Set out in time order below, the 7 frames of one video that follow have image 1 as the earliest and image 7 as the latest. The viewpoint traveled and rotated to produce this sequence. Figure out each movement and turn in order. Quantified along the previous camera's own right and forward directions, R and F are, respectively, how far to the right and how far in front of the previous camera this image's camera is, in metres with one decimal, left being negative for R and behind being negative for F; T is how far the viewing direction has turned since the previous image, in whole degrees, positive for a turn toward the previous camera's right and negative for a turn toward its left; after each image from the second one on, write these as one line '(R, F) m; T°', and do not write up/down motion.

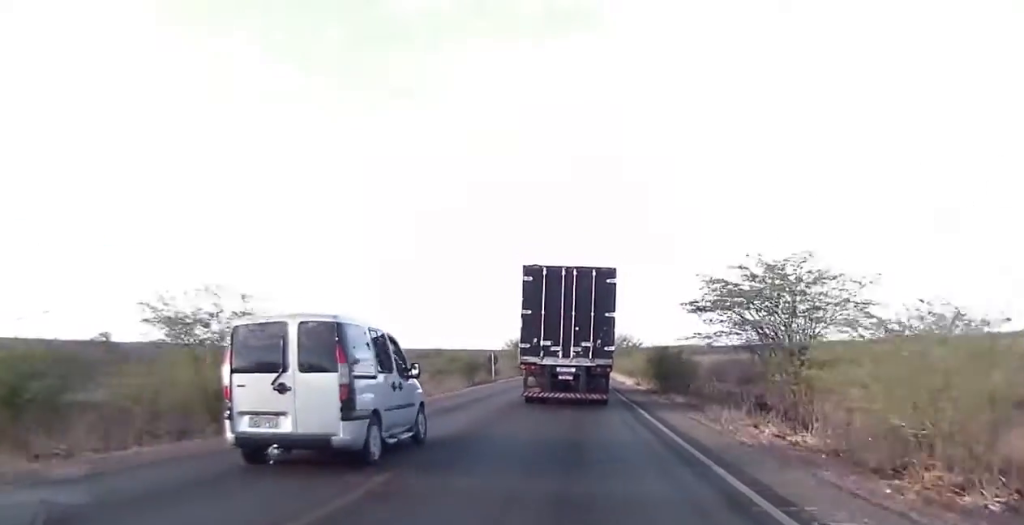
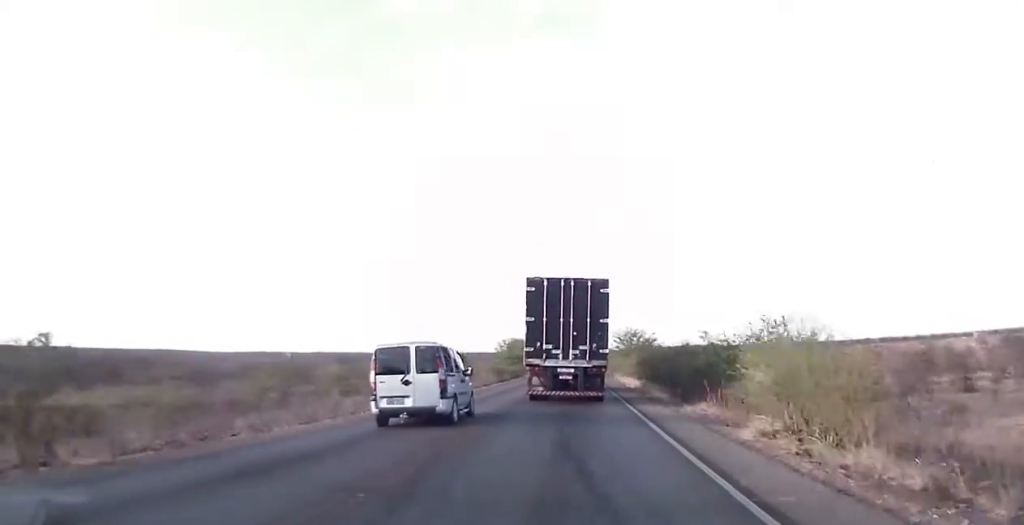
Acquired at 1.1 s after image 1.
(0.0, +17.7) m; -1°
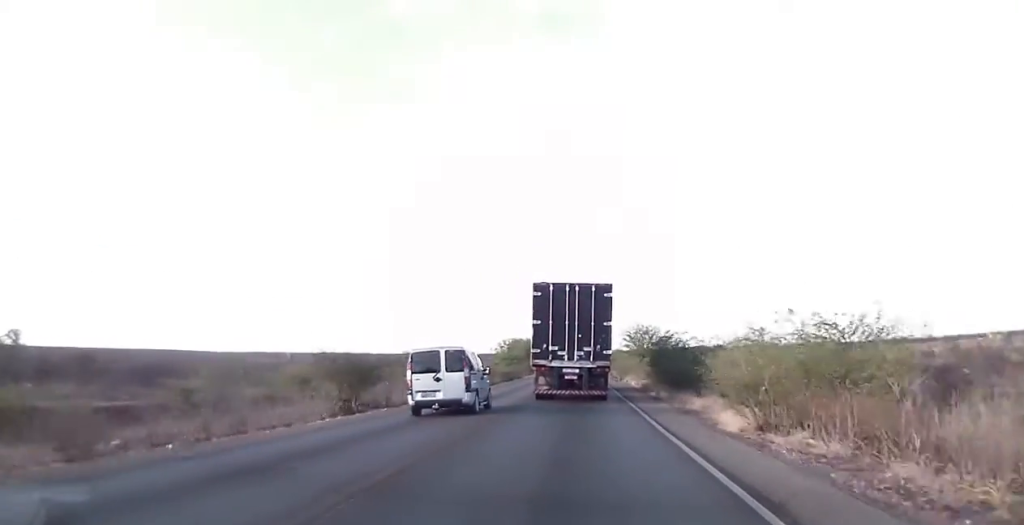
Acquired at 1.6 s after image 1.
(0.0, +8.1) m; 0°
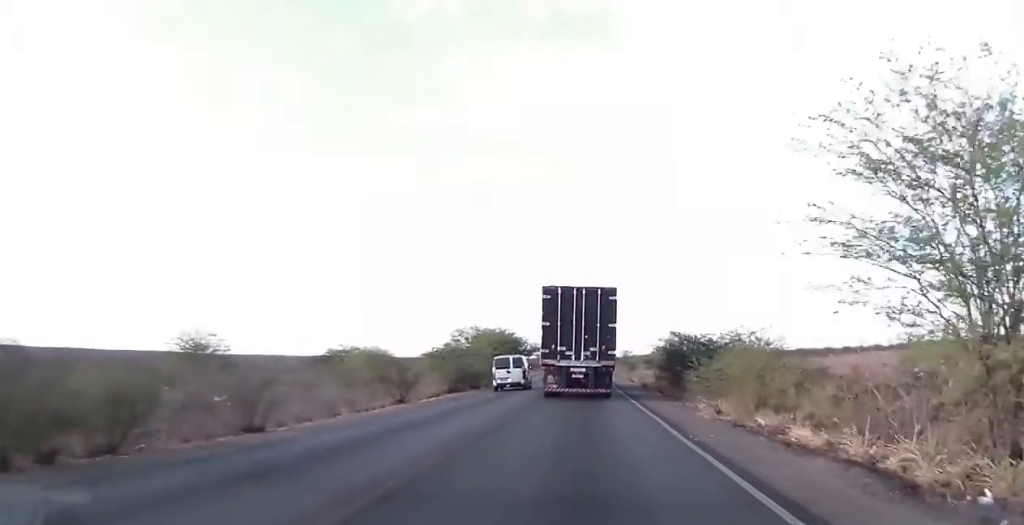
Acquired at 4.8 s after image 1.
(-0.1, +59.9) m; 0°
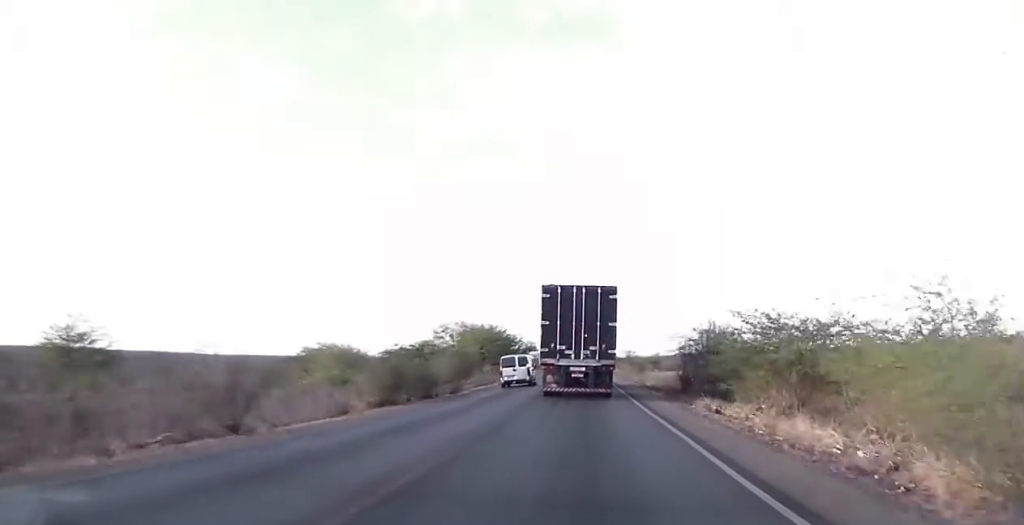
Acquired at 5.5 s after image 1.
(-0.2, +15.6) m; 0°
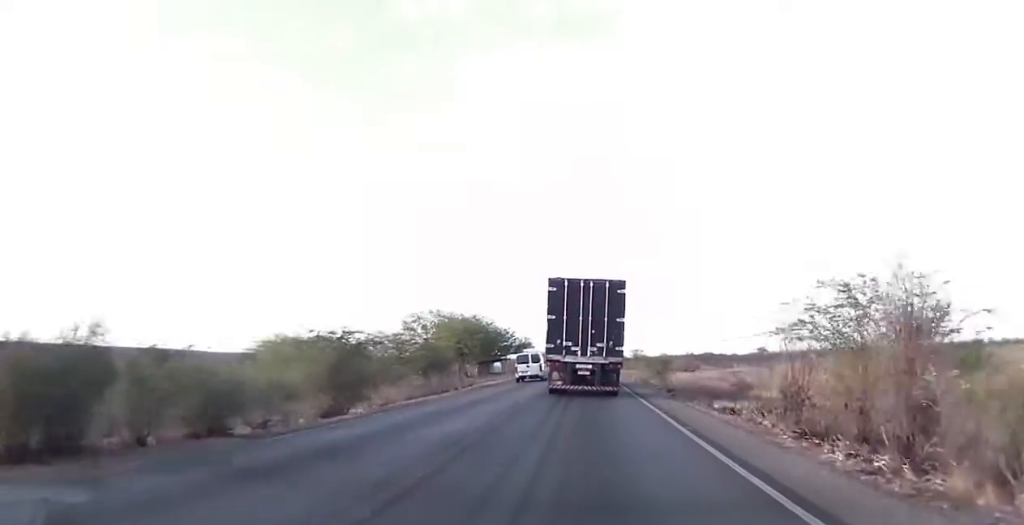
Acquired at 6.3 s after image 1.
(+0.2, +20.6) m; 0°
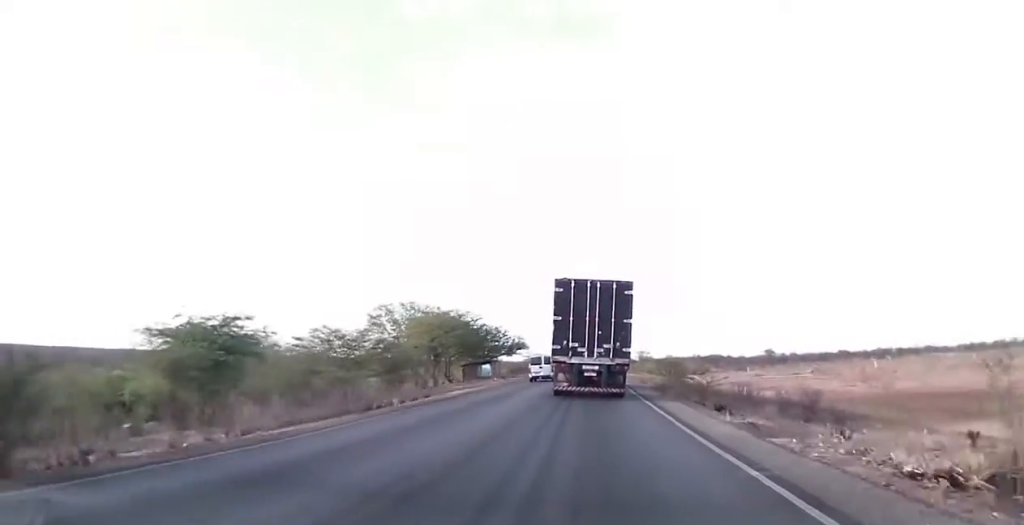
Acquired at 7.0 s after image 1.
(0.0, +14.7) m; -1°
